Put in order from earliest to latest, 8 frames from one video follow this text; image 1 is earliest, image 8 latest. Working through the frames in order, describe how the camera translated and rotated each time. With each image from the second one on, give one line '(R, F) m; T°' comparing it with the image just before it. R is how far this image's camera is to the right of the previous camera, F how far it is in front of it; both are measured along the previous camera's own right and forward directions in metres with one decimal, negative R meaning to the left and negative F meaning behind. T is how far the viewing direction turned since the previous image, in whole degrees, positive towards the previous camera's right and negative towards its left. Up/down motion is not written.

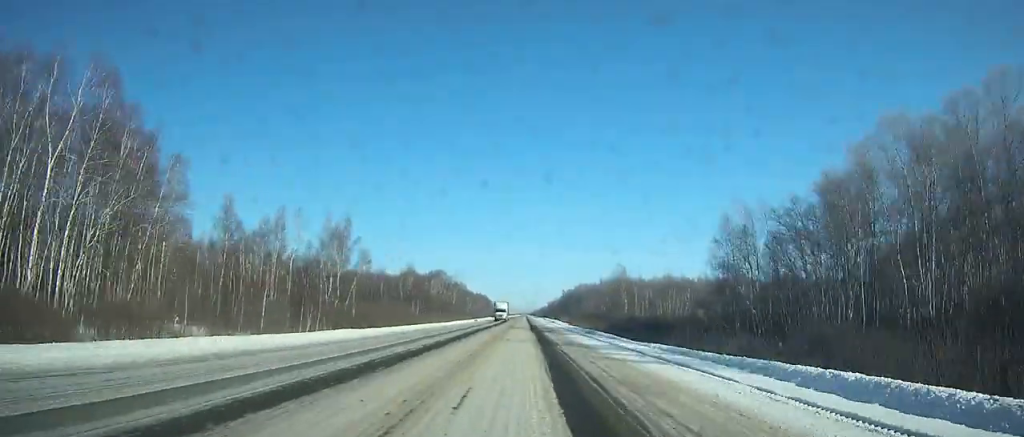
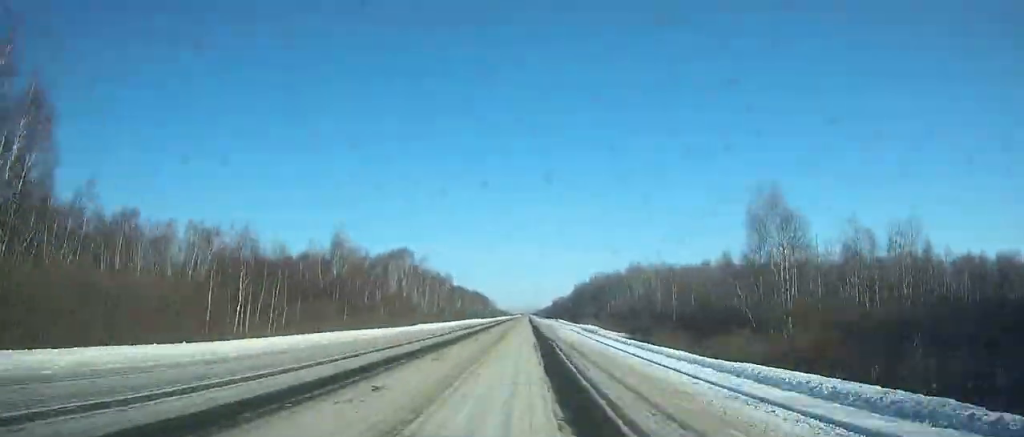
(+0.6, +62.5) m; -1°
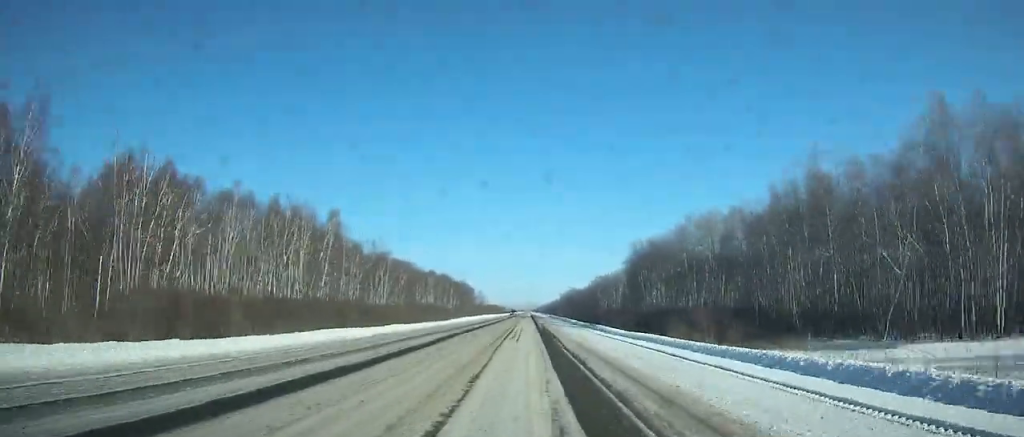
(-6.9, +136.3) m; -3°
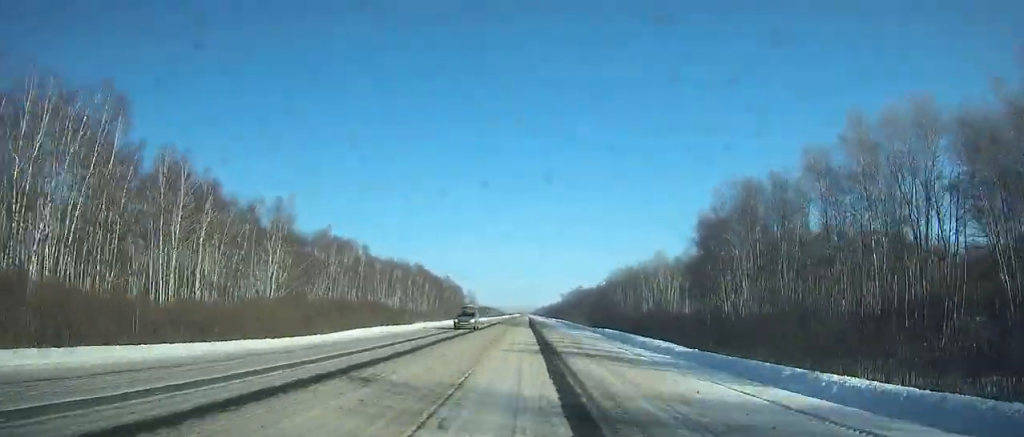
(+1.7, +56.8) m; +2°
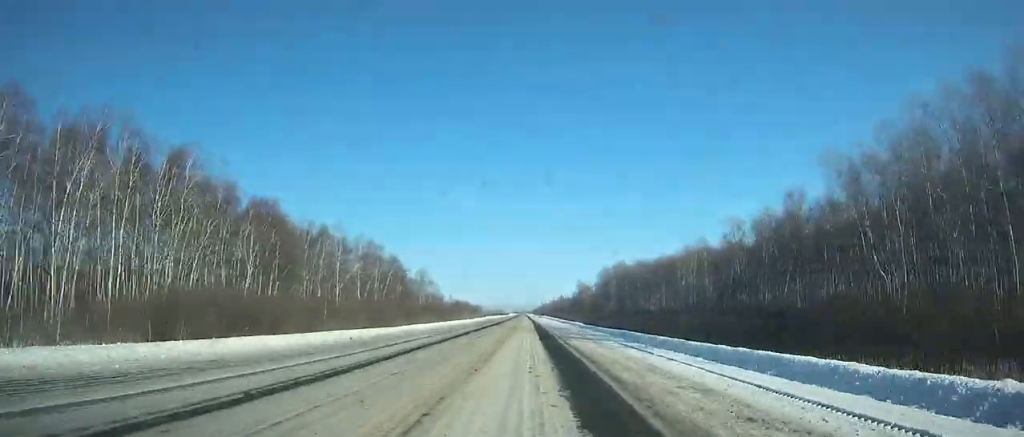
(+0.3, +139.5) m; 0°
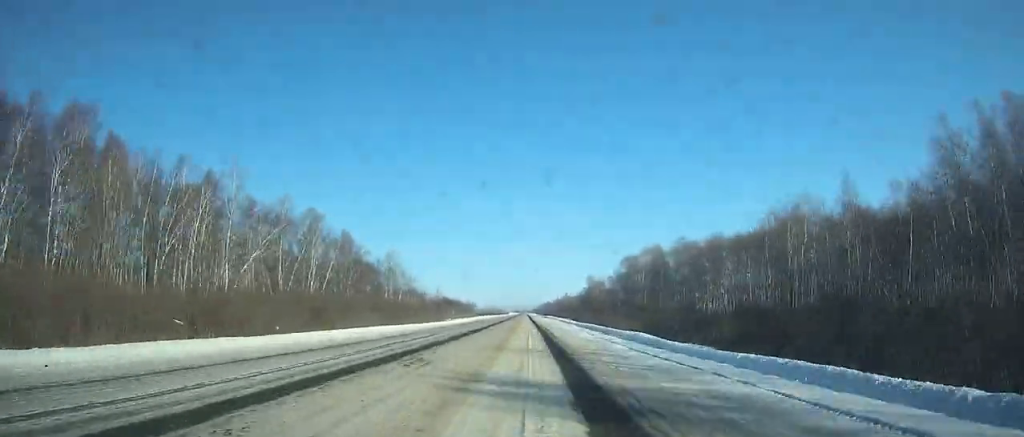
(+0.2, +42.5) m; 0°
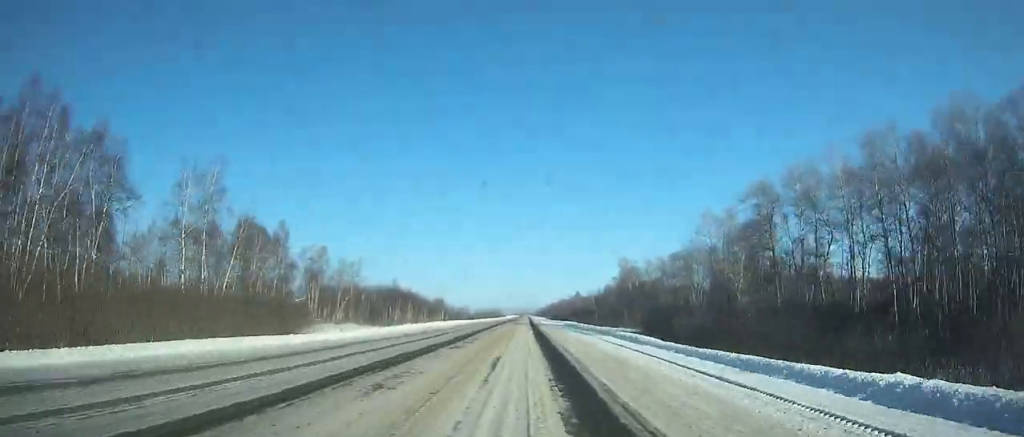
(0.0, +77.6) m; 0°
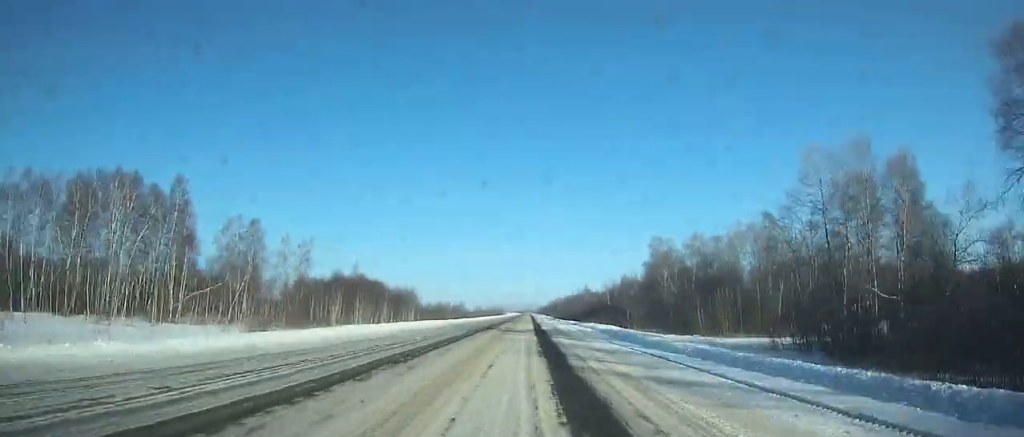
(-0.1, +37.5) m; 0°
